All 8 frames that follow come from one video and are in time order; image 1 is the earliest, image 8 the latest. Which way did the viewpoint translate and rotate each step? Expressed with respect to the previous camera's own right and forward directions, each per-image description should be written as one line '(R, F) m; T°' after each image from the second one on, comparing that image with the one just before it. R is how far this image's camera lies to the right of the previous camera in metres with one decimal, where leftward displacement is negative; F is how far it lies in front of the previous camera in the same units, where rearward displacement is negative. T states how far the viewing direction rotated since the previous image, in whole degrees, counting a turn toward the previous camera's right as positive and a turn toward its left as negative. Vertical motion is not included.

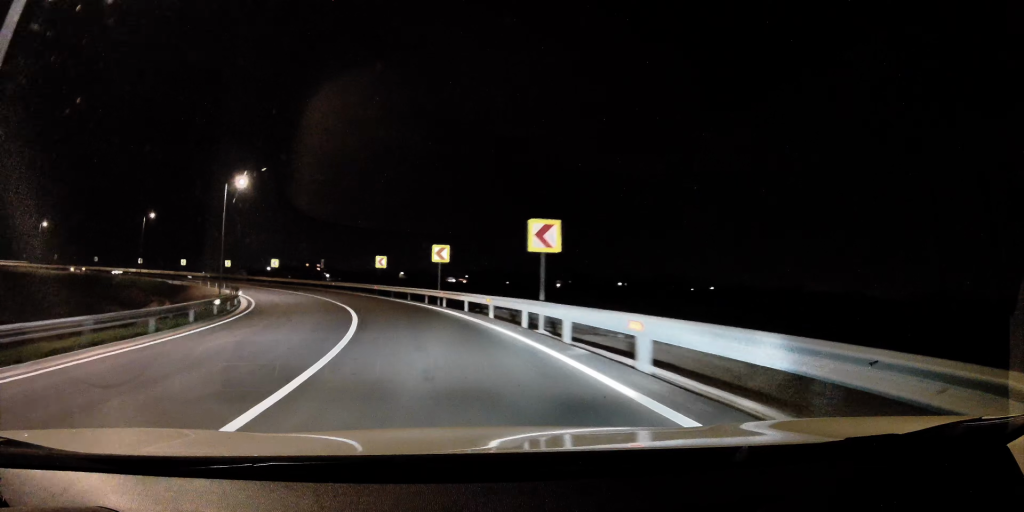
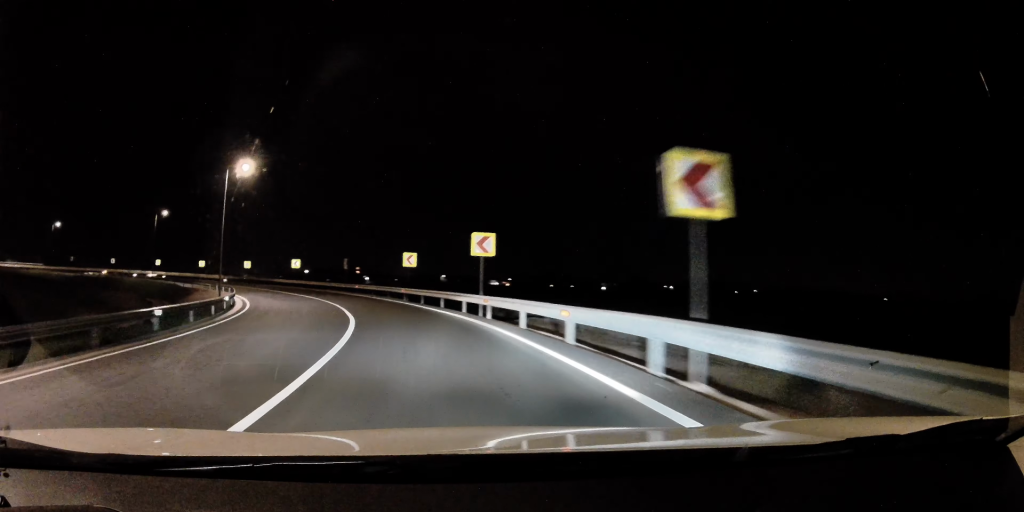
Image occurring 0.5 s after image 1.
(-0.3, +8.1) m; -4°
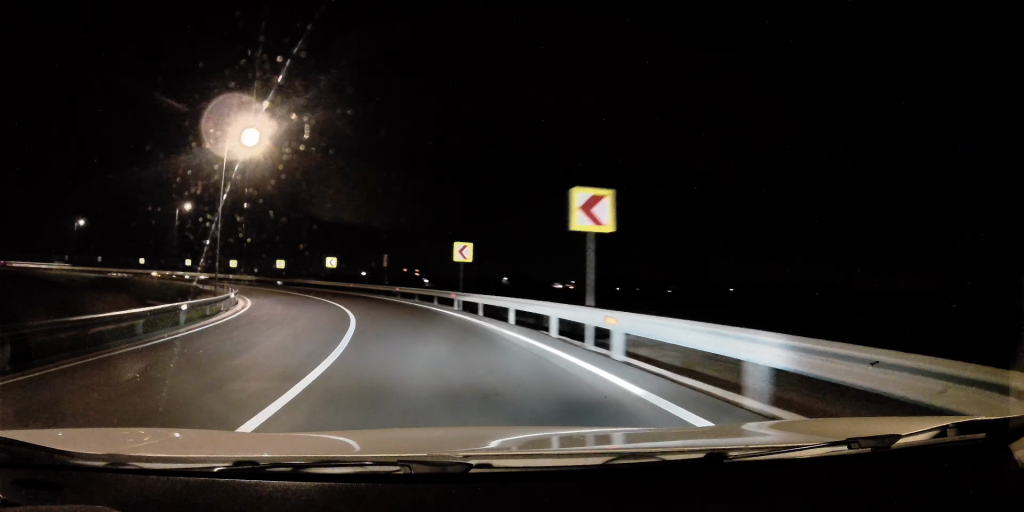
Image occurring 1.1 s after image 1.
(-0.2, +10.2) m; -4°
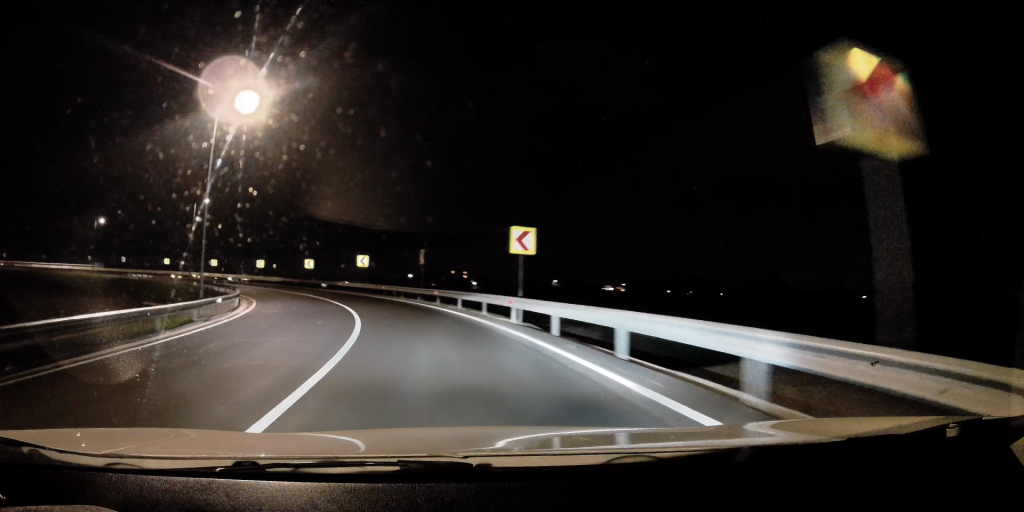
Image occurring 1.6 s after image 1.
(0.0, +7.4) m; -4°
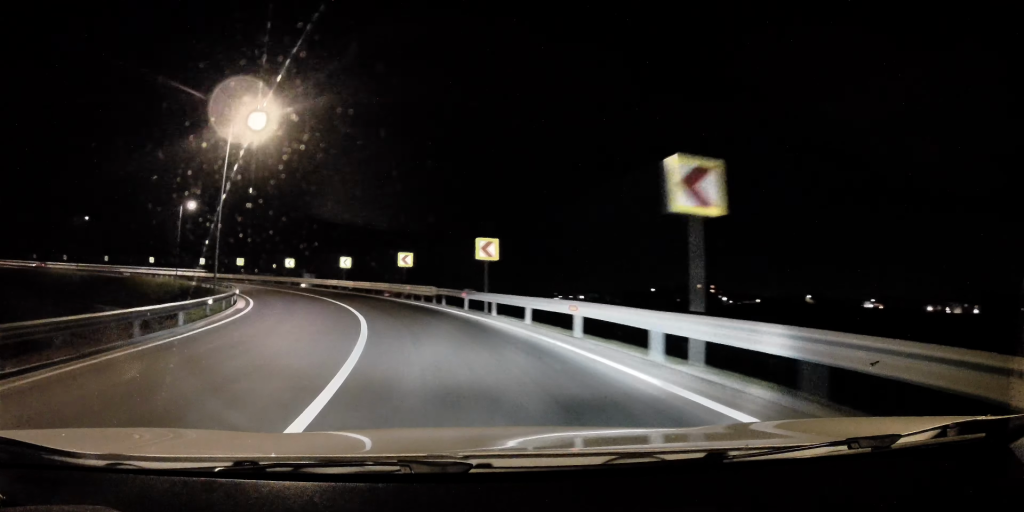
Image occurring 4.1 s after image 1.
(-8.3, +37.6) m; -23°
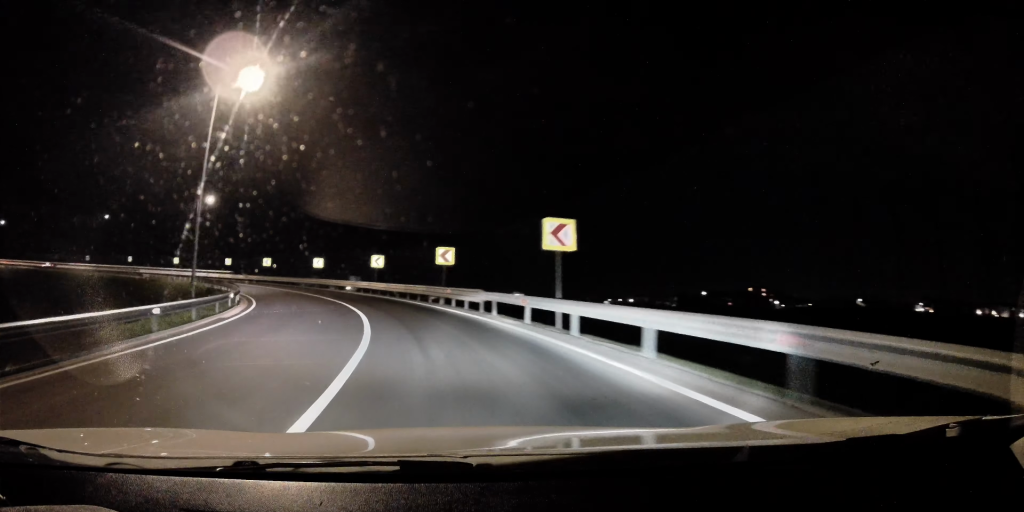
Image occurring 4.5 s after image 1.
(+0.1, +7.3) m; -4°
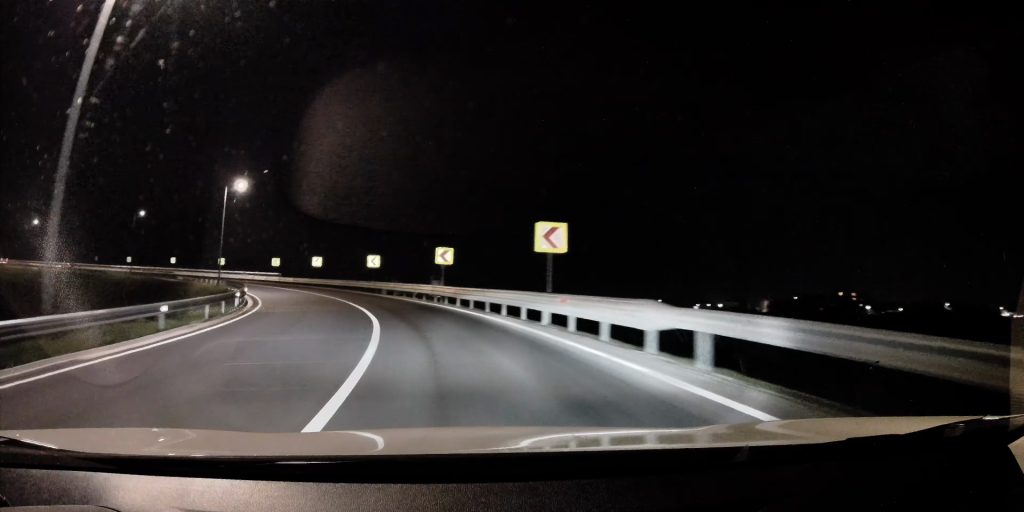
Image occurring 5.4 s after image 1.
(-1.1, +12.9) m; -9°
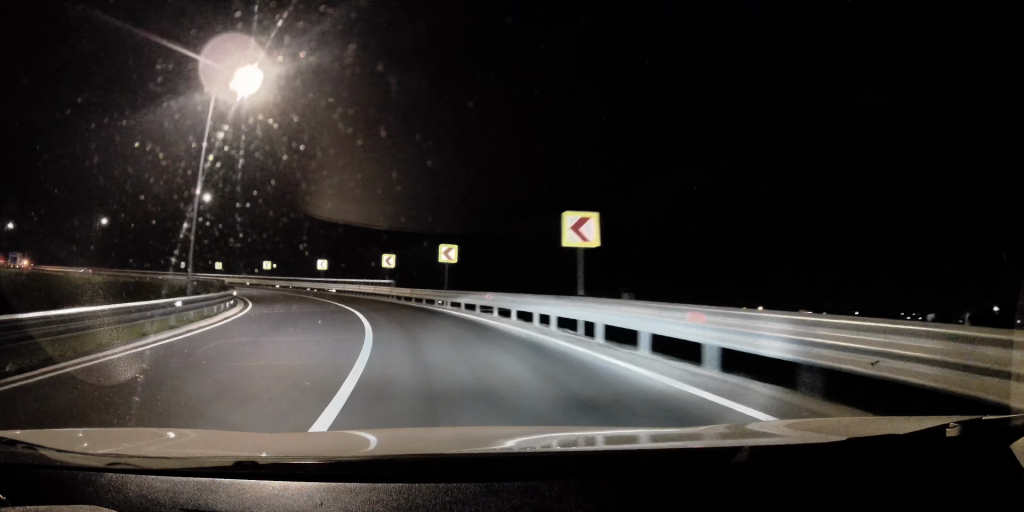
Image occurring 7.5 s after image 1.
(-5.3, +32.1) m; -20°
